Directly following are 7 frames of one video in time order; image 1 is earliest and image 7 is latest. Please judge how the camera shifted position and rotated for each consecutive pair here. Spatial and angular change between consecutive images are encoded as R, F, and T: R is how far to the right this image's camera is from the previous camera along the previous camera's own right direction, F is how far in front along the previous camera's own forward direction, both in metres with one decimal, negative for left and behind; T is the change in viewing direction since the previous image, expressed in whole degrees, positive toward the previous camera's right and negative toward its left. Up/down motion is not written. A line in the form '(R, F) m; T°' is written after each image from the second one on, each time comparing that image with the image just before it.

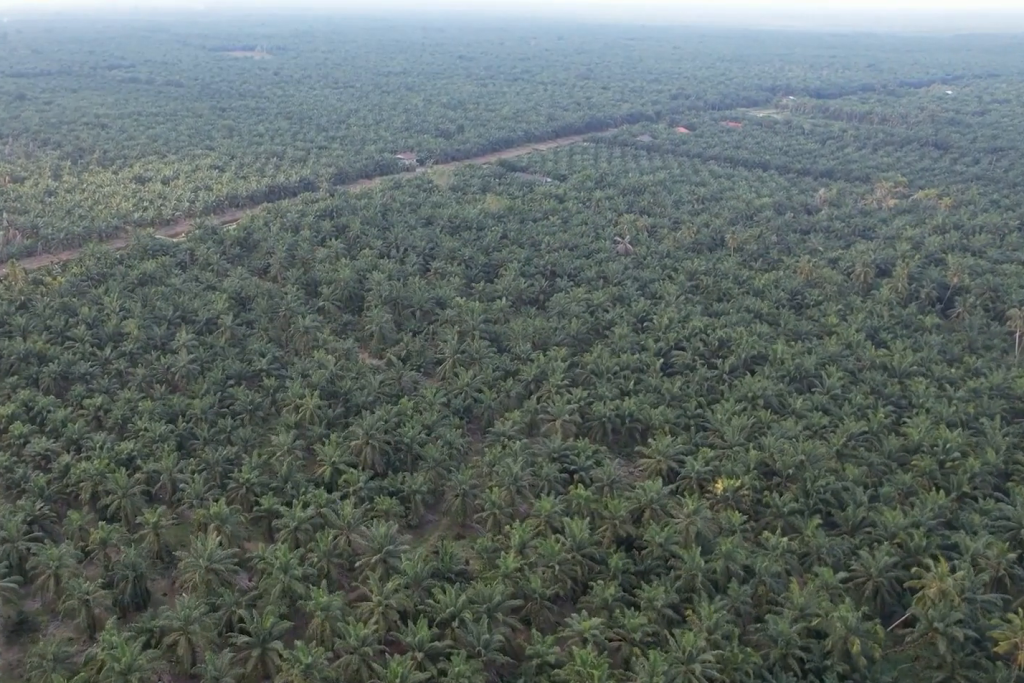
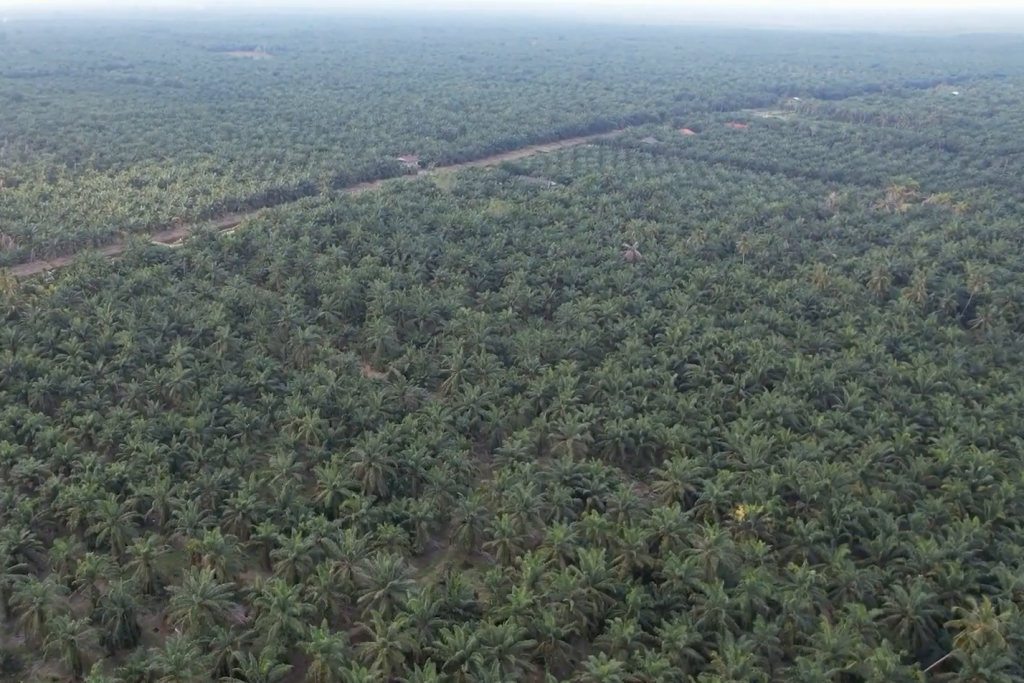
(0.0, +8.9) m; 0°
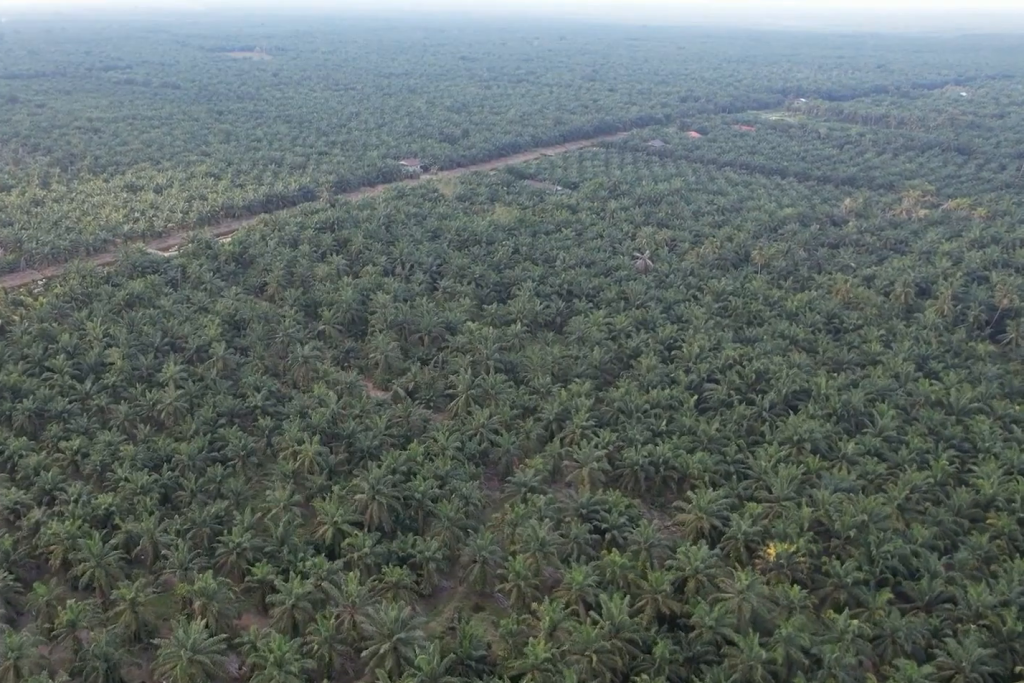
(0.0, +11.9) m; 0°
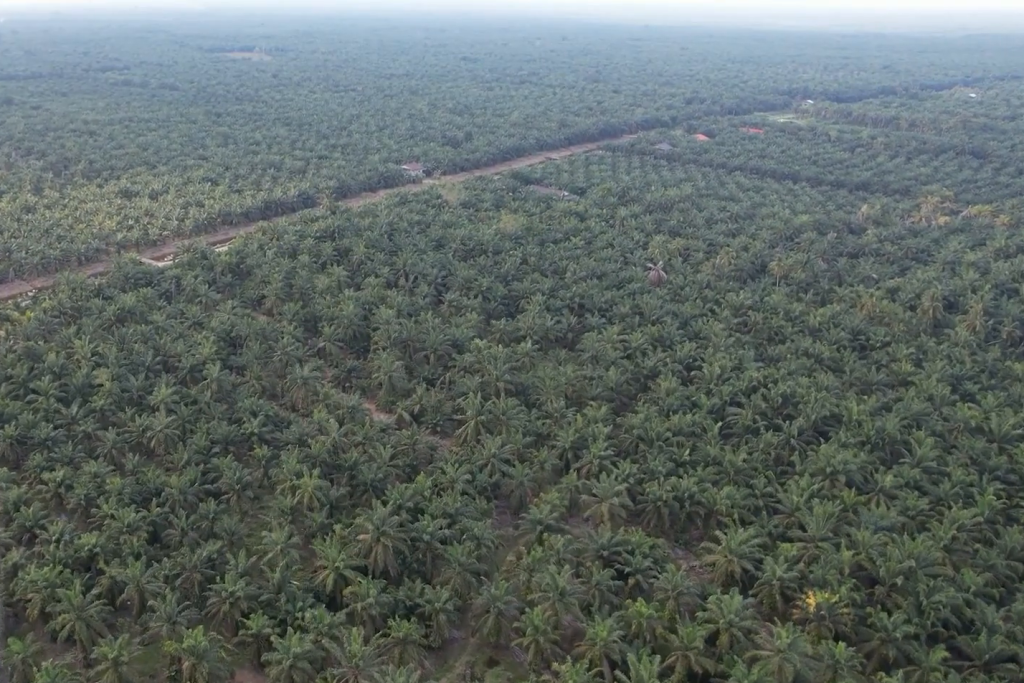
(0.0, +13.2) m; 0°
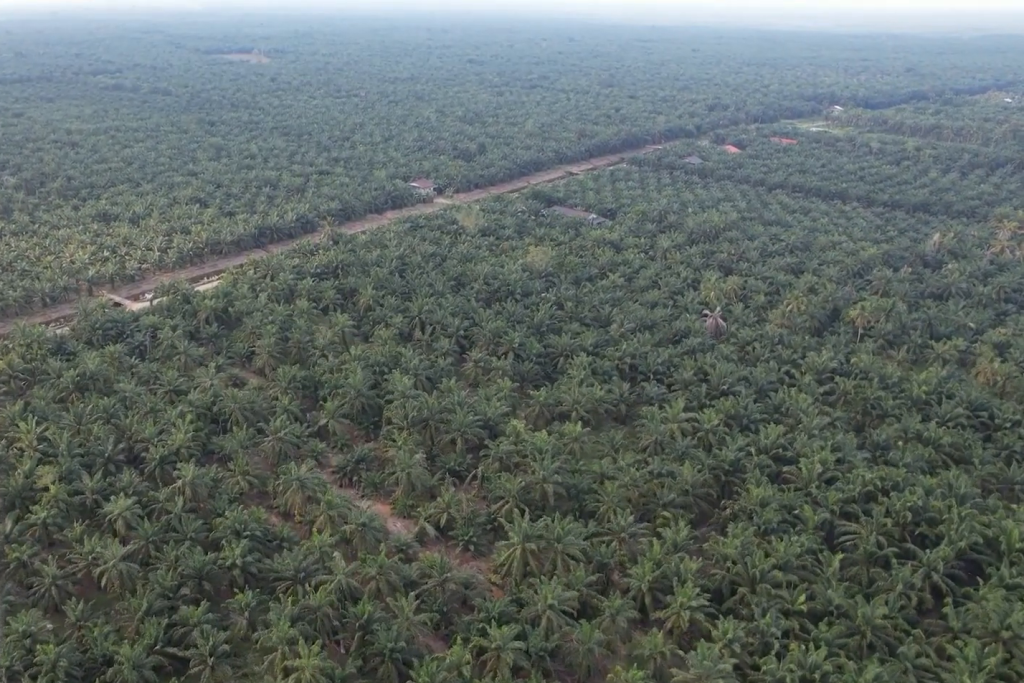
(+0.1, +46.0) m; 0°
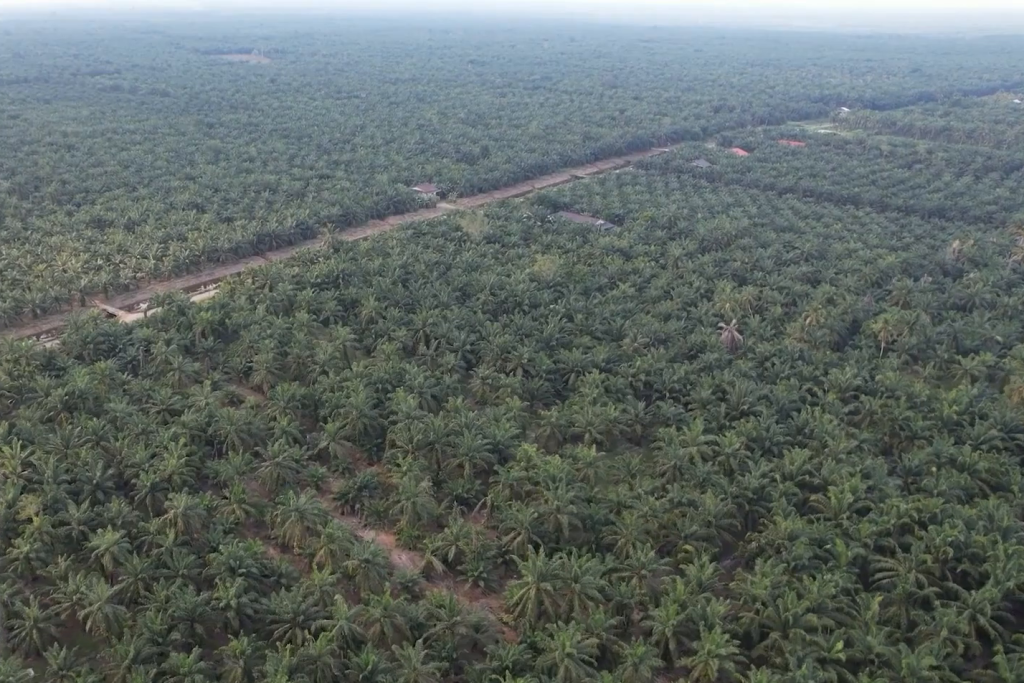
(0.0, +10.7) m; 0°
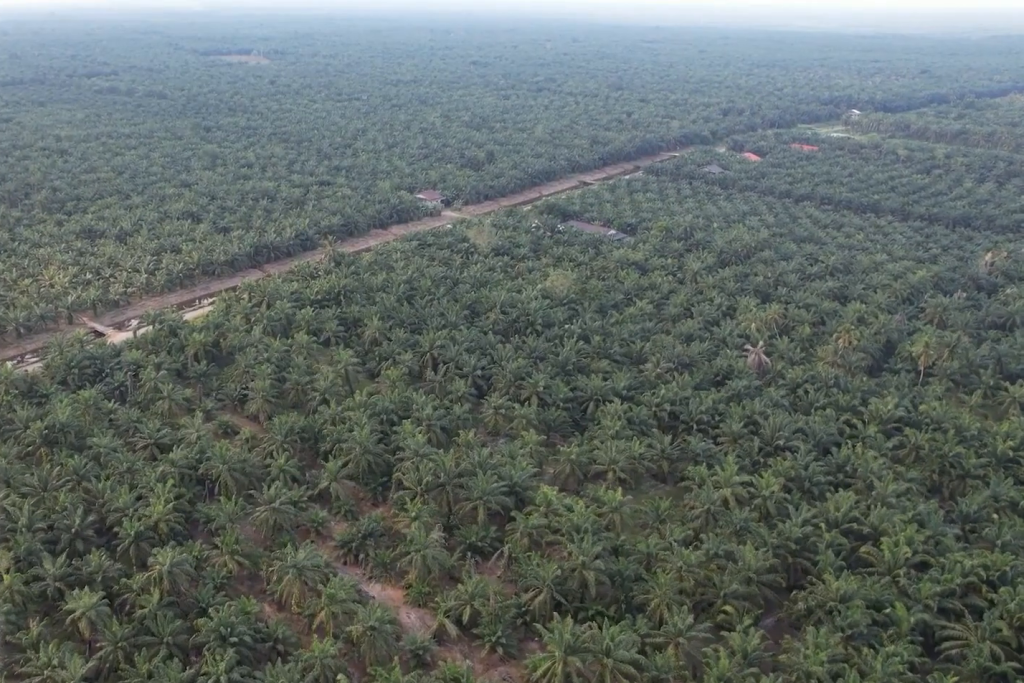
(0.0, +16.1) m; 0°
